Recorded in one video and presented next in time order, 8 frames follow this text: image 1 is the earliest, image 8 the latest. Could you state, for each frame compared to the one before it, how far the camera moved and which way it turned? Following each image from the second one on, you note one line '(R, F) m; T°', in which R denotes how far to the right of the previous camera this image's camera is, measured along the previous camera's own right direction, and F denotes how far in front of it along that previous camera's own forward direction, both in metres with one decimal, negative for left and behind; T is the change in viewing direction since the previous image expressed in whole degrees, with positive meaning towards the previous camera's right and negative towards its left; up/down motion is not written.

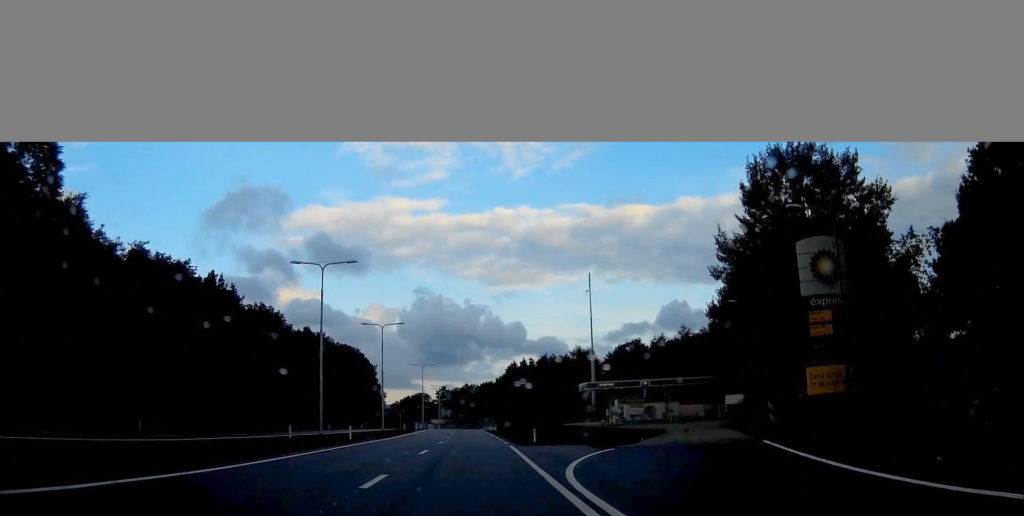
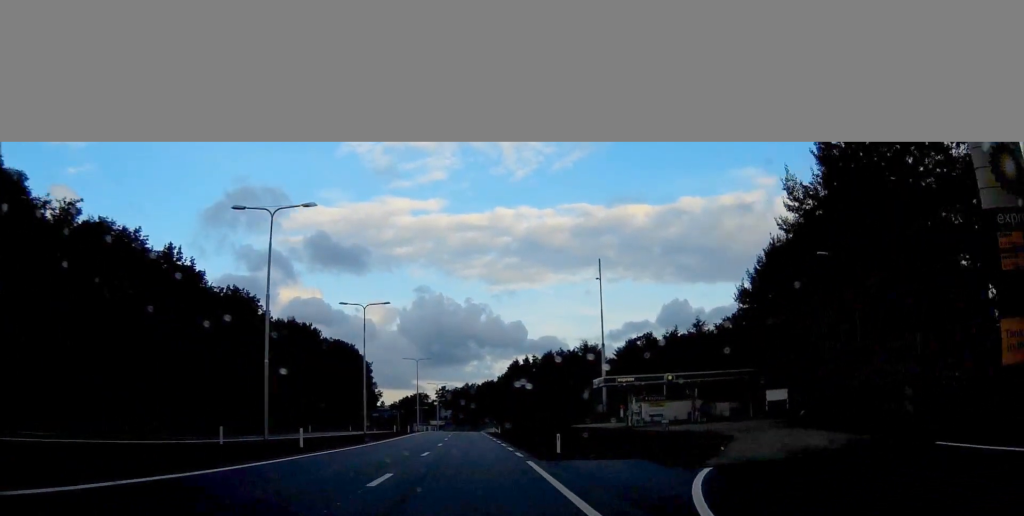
(+0.1, +11.5) m; 0°
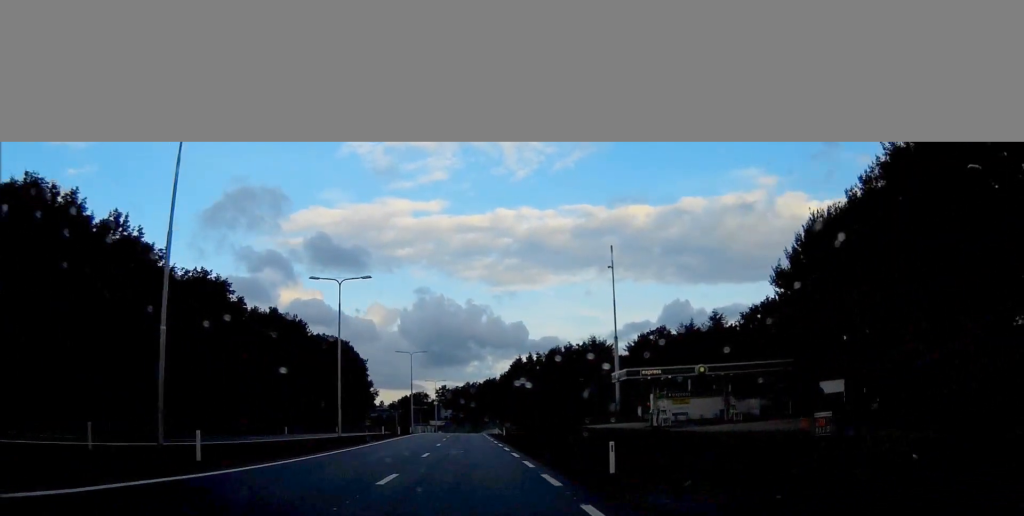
(-0.1, +11.4) m; 0°
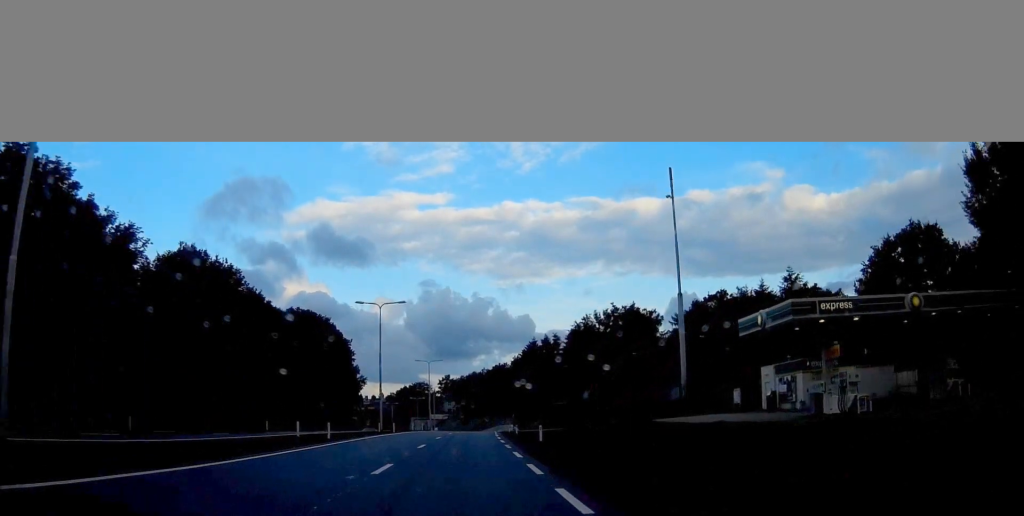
(-0.2, +35.6) m; 0°
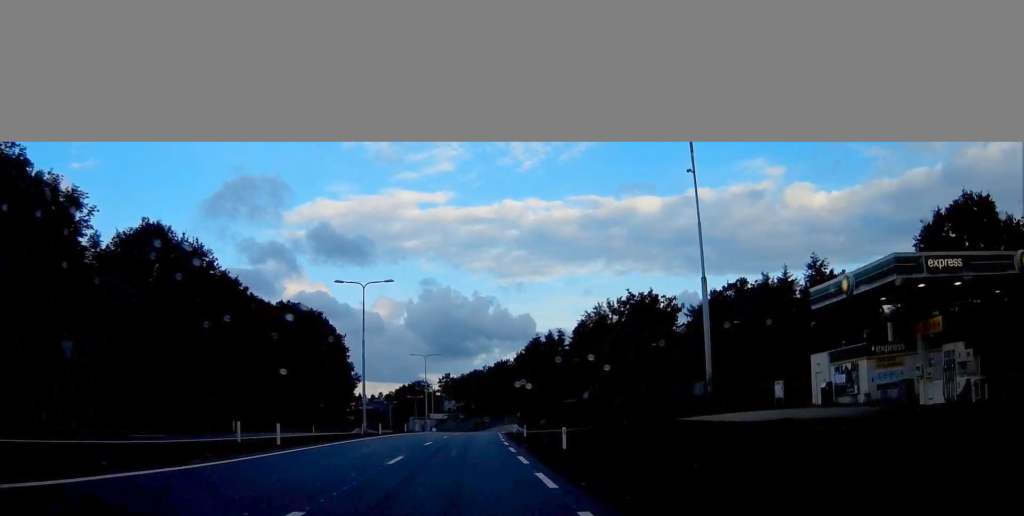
(0.0, +9.2) m; 0°
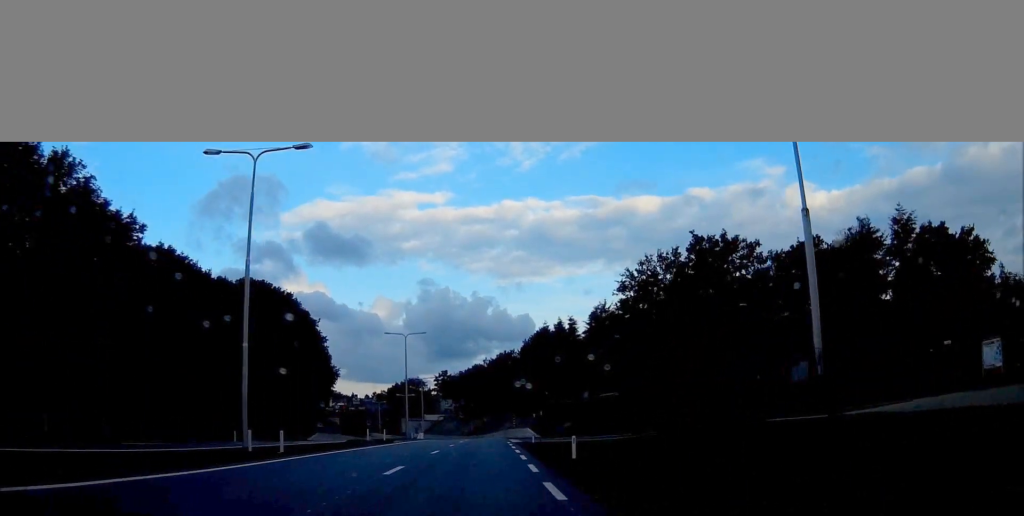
(-0.1, +26.1) m; 0°
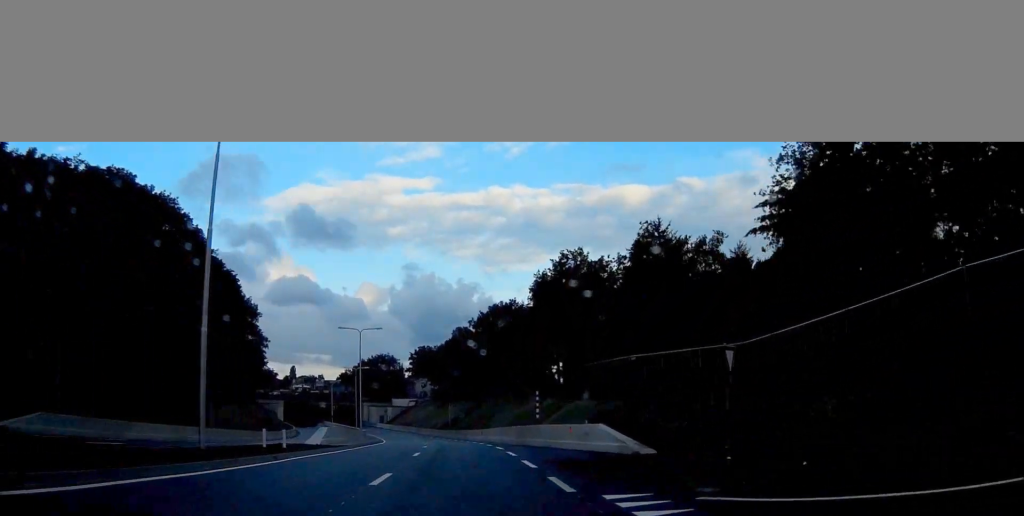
(+0.7, +51.3) m; 0°
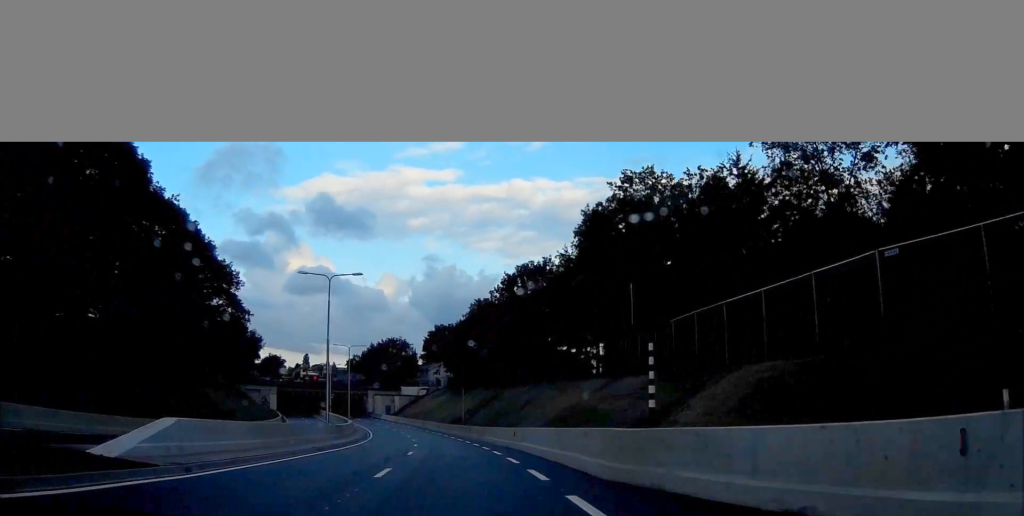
(-0.1, +22.4) m; -2°
